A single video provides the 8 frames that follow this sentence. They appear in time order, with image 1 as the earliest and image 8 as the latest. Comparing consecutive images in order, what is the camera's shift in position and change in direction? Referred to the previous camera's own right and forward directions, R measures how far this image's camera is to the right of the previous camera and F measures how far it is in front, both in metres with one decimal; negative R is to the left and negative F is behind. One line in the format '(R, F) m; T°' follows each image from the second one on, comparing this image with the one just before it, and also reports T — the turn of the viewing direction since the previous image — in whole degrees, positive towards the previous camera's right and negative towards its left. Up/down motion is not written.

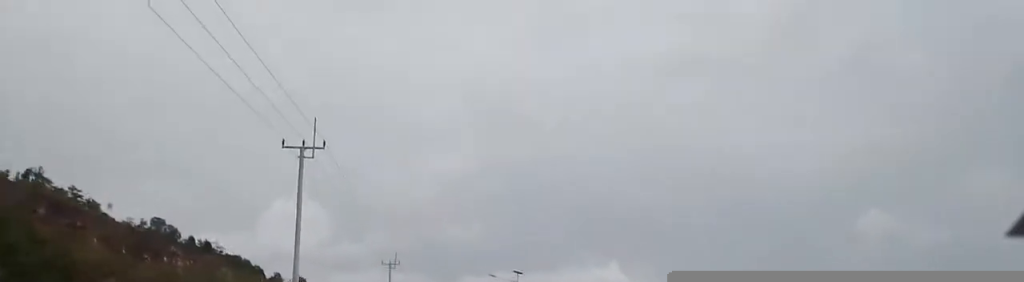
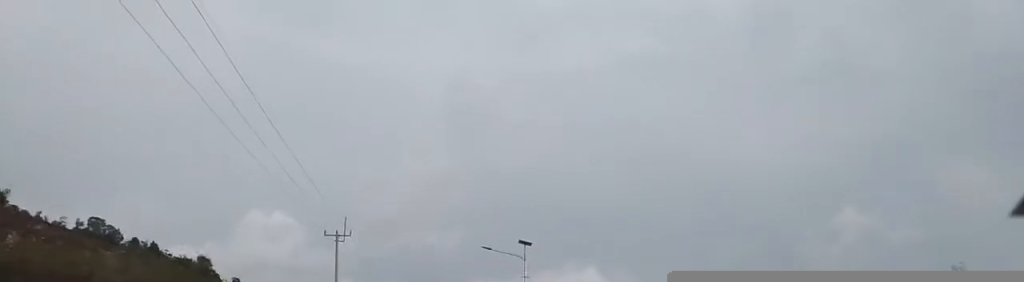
(+0.6, +26.0) m; +2°
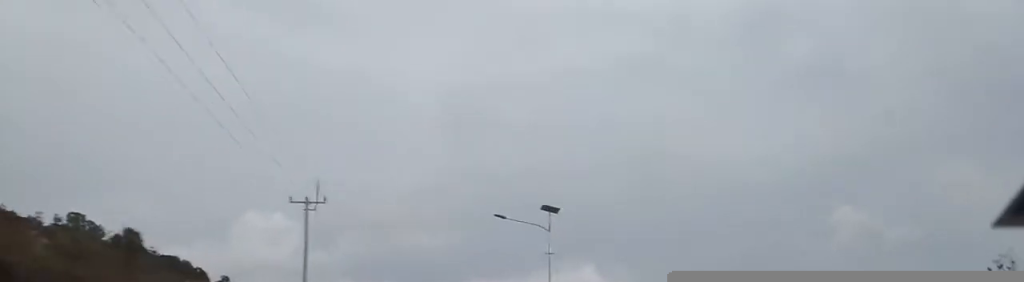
(+0.1, +12.6) m; +1°
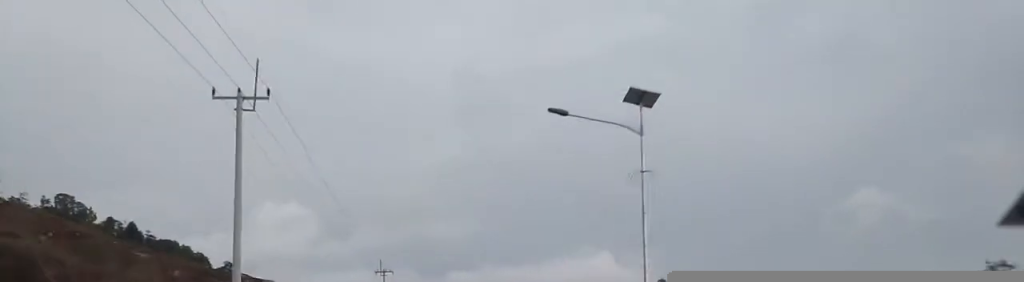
(+0.3, +17.9) m; +1°
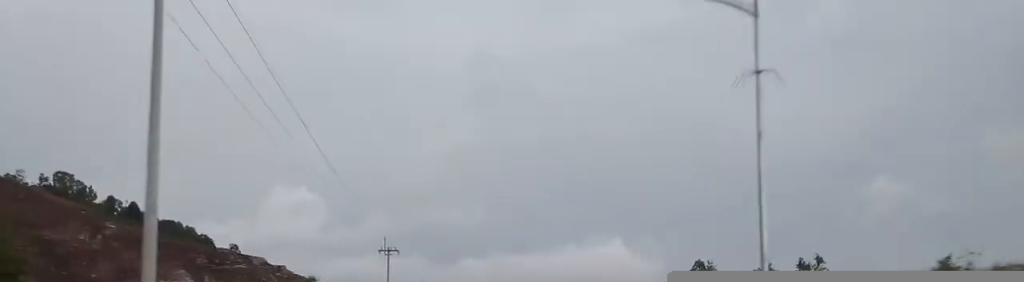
(+0.1, +8.5) m; +1°
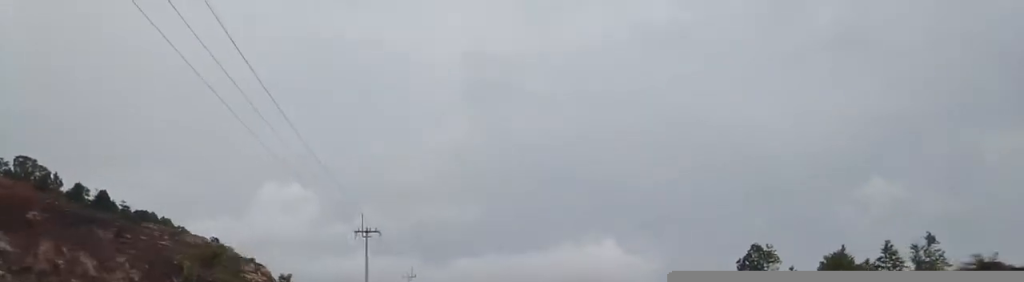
(+0.1, +14.6) m; 0°
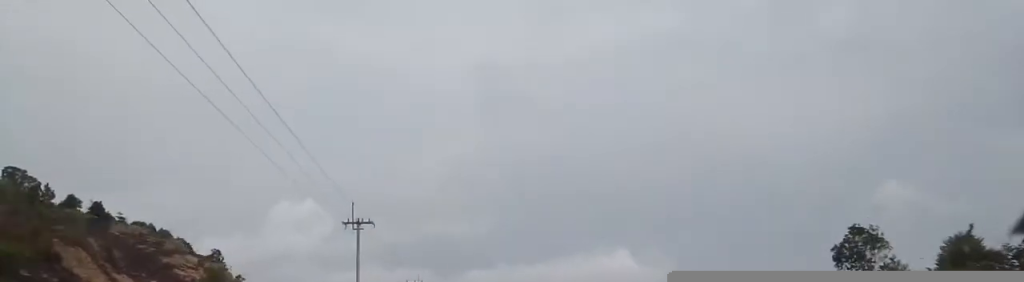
(-0.1, +11.9) m; -1°
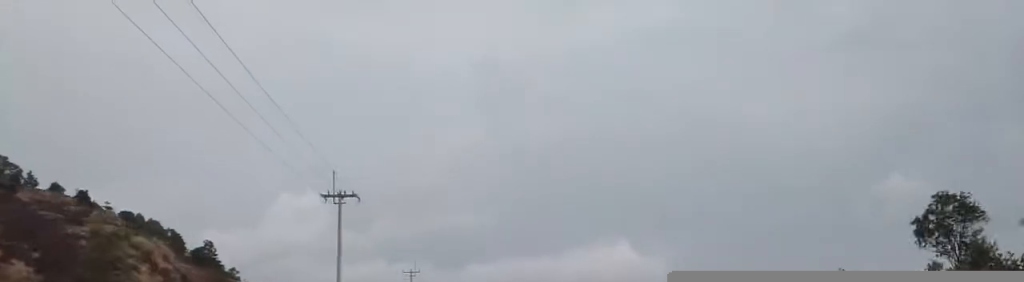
(-0.1, +8.1) m; -1°
